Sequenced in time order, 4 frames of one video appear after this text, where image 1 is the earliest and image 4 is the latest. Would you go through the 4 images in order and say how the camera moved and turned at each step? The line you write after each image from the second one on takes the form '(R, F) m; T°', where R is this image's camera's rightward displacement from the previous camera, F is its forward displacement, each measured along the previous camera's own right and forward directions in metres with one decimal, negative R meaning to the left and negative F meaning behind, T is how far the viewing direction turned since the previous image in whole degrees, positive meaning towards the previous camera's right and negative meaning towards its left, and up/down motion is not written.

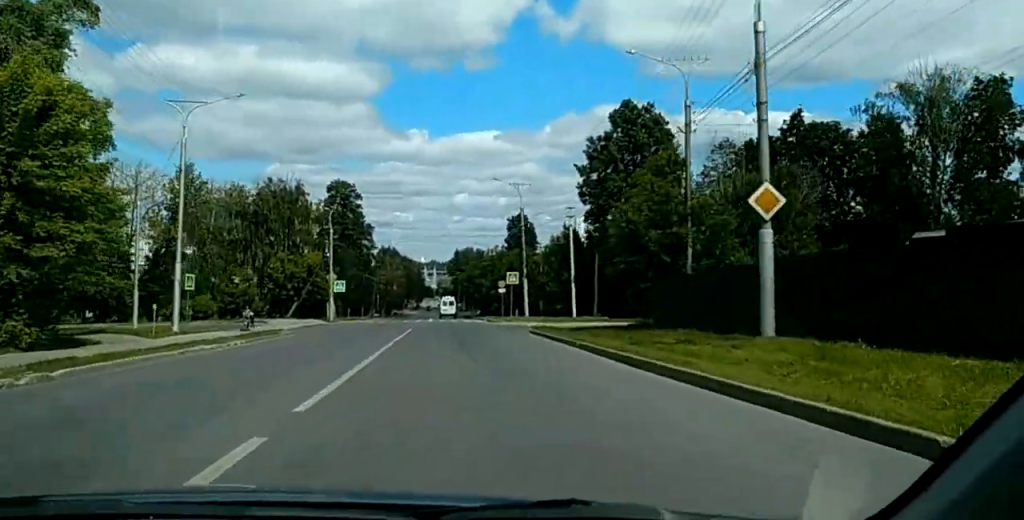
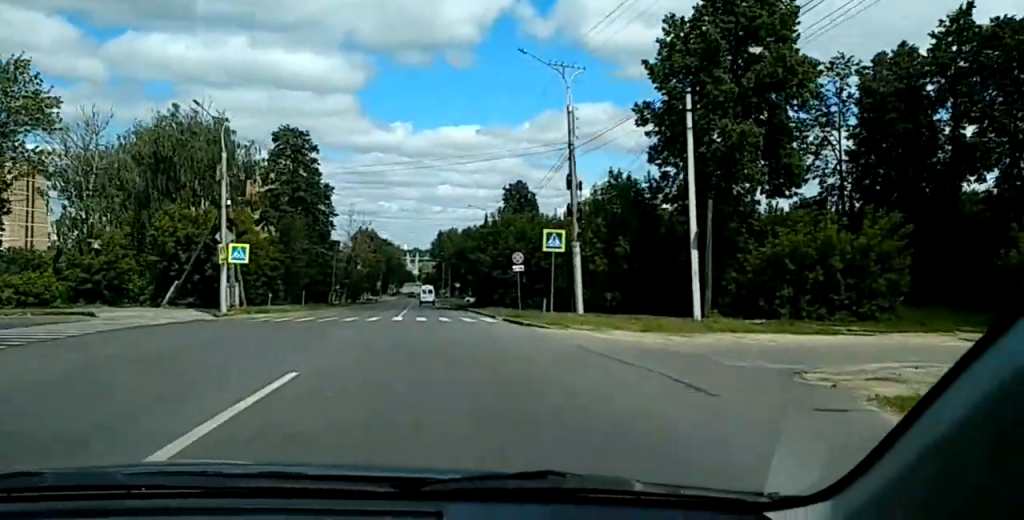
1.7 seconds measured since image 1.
(-0.1, +32.0) m; -1°
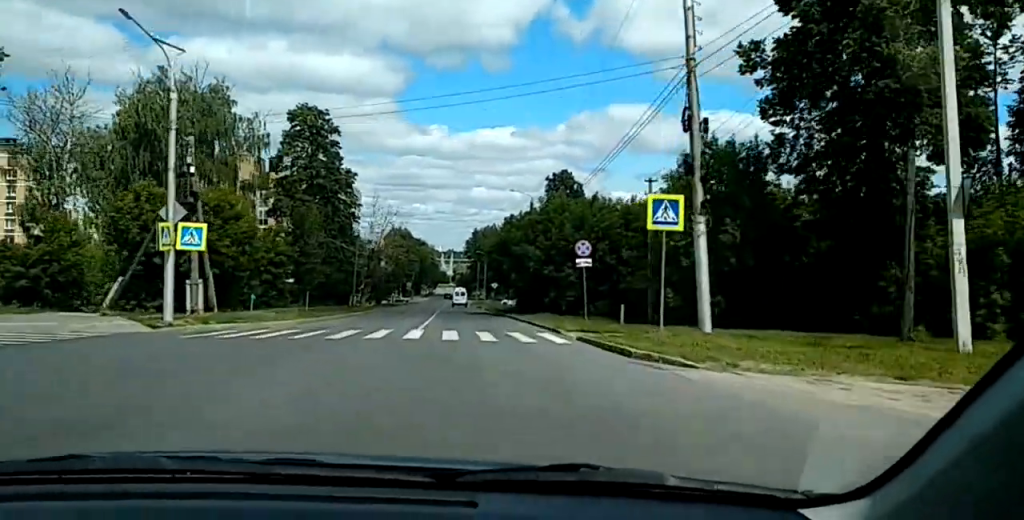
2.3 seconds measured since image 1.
(0.0, +12.2) m; 0°
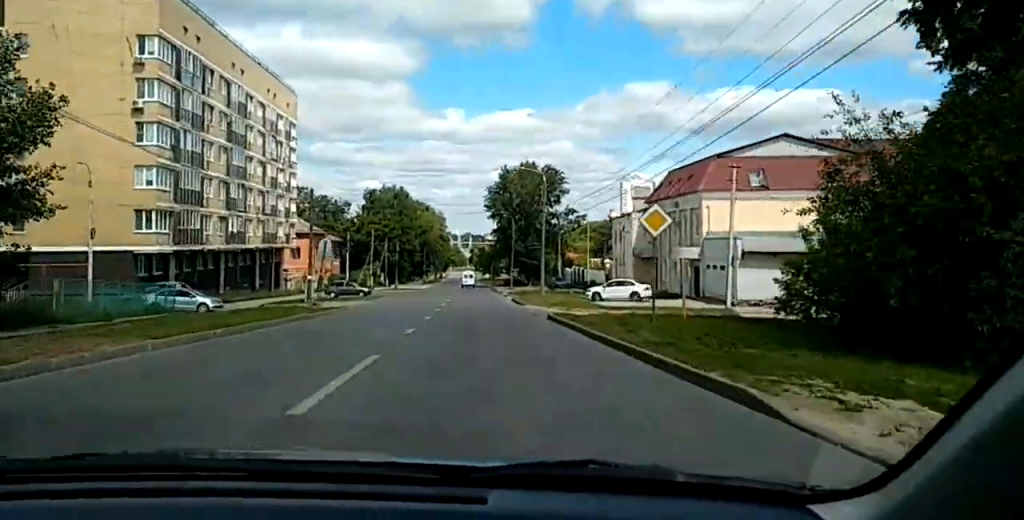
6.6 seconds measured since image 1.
(-1.0, +81.7) m; -1°
